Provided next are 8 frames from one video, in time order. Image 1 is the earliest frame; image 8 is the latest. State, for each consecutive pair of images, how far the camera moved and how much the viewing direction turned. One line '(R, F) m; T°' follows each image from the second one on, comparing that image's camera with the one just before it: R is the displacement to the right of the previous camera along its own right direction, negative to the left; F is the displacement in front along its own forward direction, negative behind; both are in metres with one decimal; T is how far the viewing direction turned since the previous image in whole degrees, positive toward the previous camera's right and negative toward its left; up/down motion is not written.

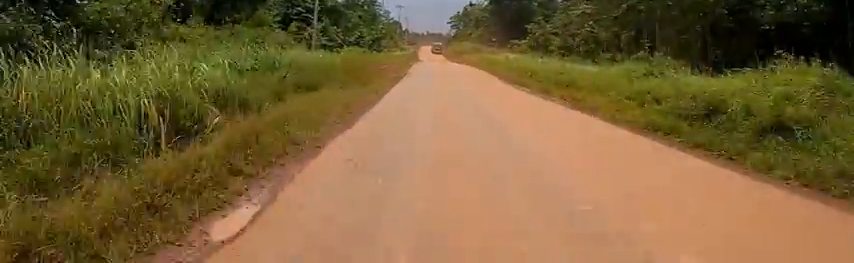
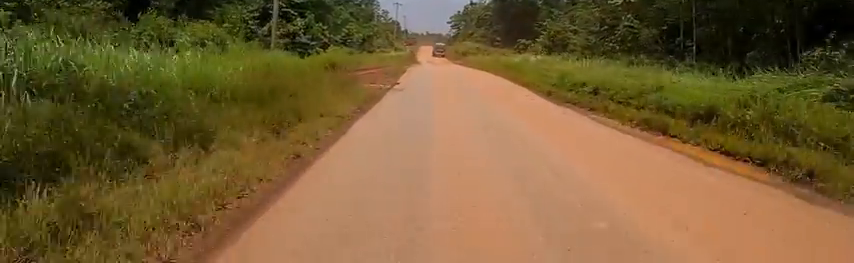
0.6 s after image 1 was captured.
(0.0, +8.1) m; 0°
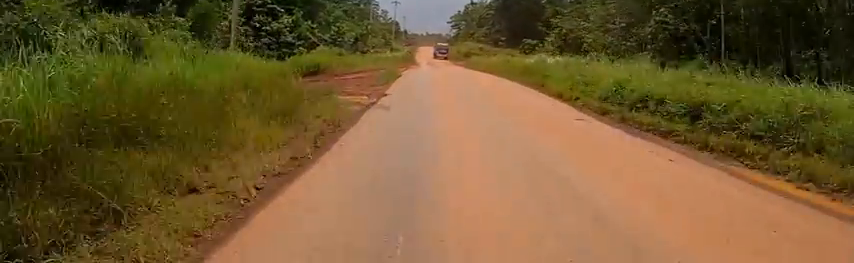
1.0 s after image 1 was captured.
(0.0, +5.2) m; +2°
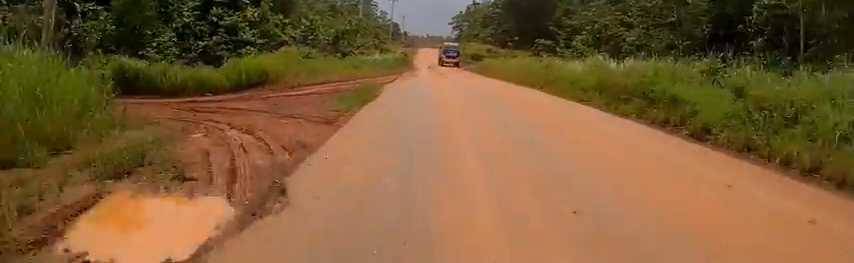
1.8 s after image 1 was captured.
(0.0, +9.5) m; +4°
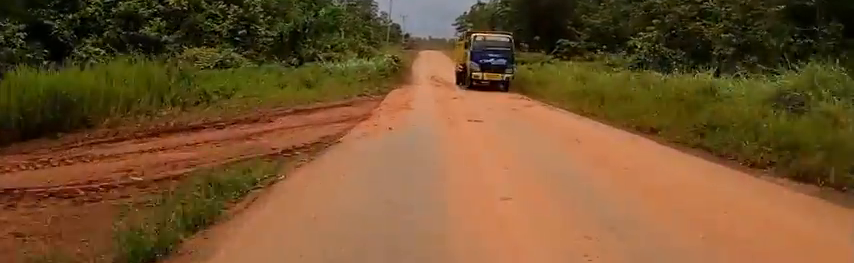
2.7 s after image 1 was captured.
(+1.2, +11.9) m; 0°
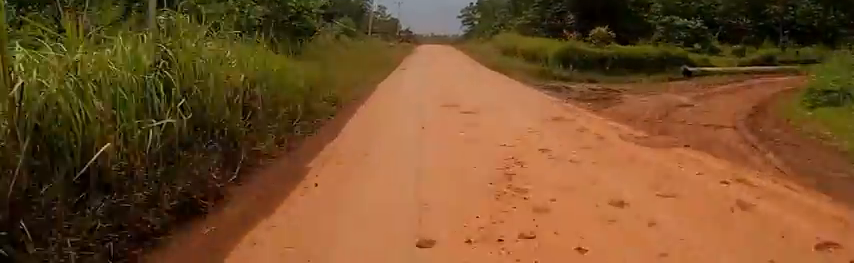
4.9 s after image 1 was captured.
(-3.8, +29.6) m; -7°
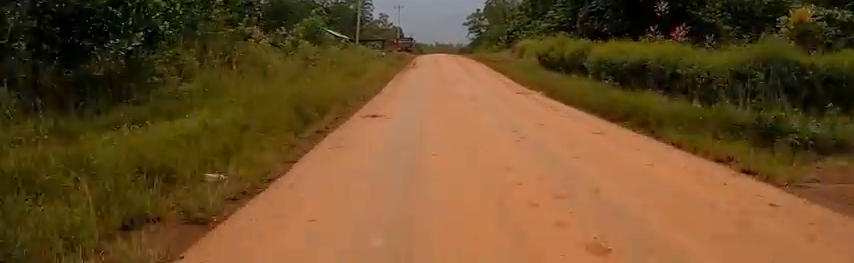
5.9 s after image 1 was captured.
(+0.3, +13.7) m; +1°
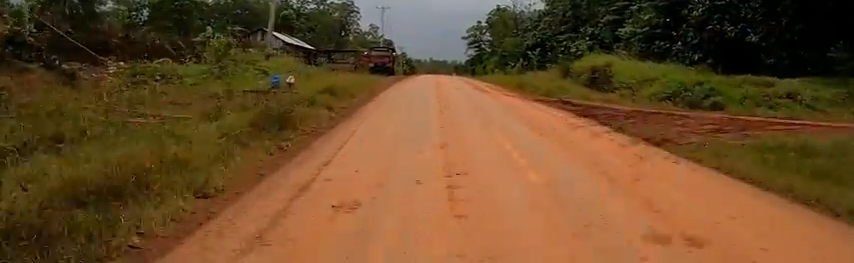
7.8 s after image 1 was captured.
(+0.1, +24.1) m; 0°
